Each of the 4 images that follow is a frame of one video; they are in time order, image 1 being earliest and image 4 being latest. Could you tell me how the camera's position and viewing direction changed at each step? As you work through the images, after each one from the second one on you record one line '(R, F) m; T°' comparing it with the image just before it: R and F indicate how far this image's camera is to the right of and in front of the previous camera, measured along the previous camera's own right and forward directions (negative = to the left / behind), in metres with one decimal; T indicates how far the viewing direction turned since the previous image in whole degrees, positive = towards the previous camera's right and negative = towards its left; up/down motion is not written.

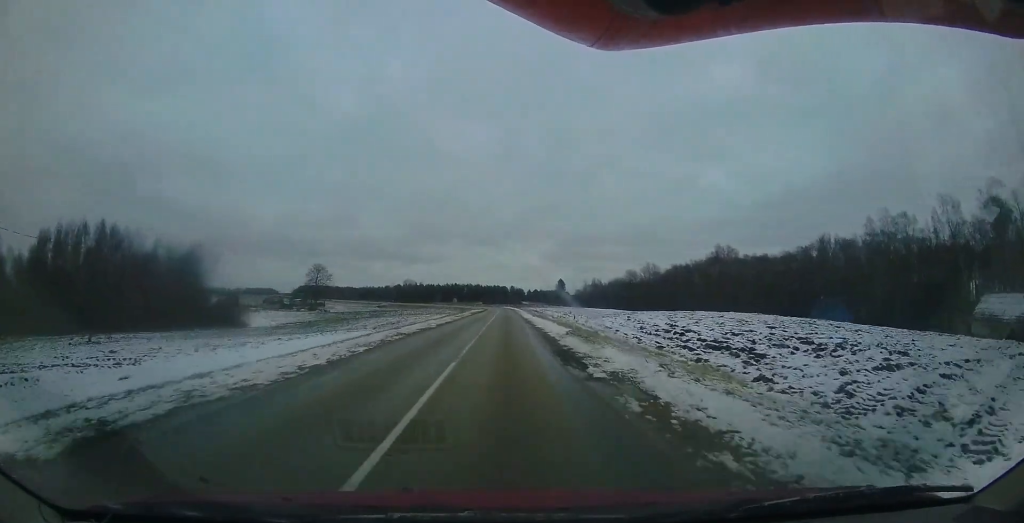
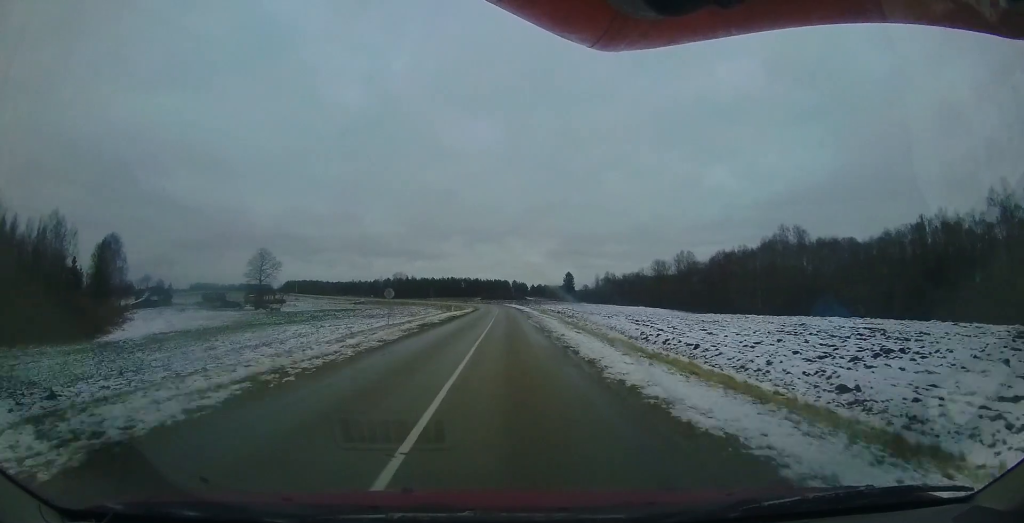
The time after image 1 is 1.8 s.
(+0.2, +31.0) m; +1°
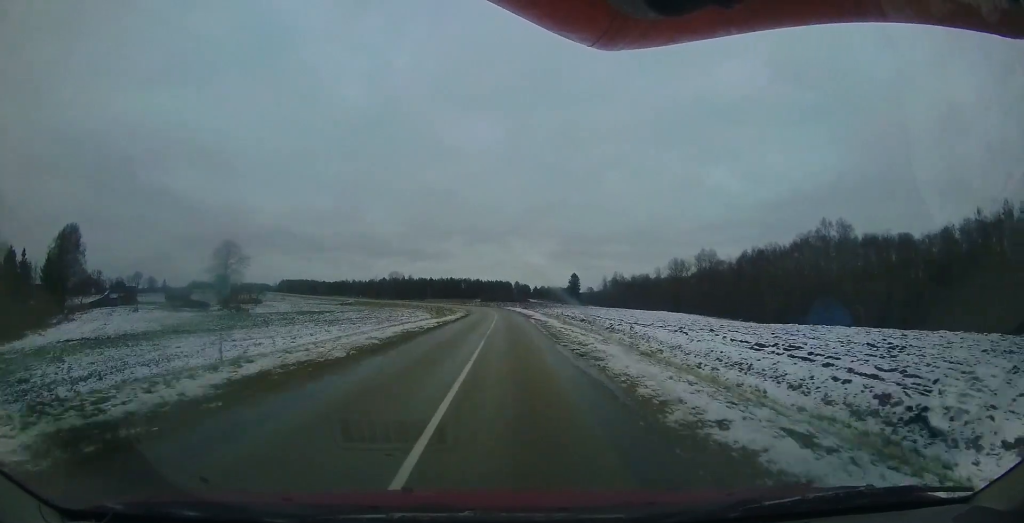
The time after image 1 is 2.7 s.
(+0.1, +14.4) m; 0°
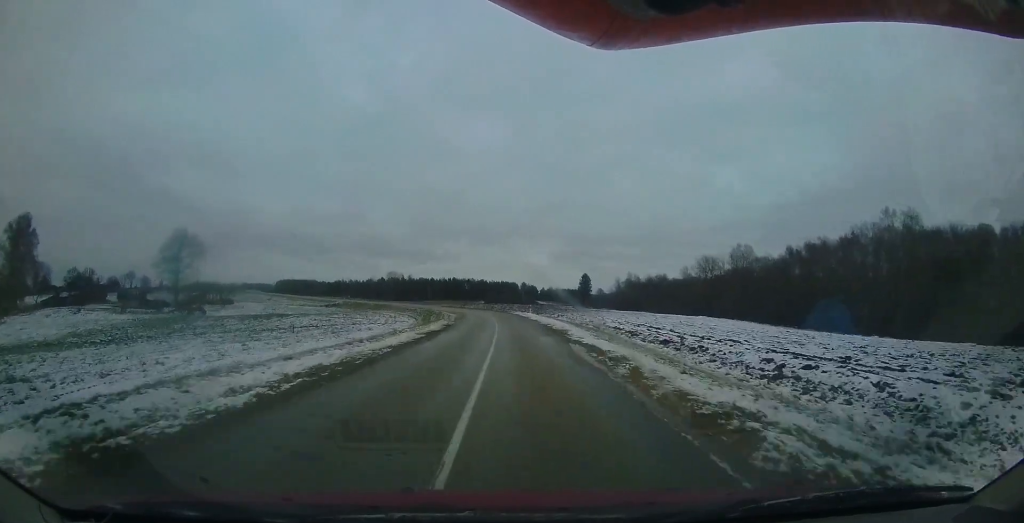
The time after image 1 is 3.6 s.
(-0.2, +16.8) m; -1°
